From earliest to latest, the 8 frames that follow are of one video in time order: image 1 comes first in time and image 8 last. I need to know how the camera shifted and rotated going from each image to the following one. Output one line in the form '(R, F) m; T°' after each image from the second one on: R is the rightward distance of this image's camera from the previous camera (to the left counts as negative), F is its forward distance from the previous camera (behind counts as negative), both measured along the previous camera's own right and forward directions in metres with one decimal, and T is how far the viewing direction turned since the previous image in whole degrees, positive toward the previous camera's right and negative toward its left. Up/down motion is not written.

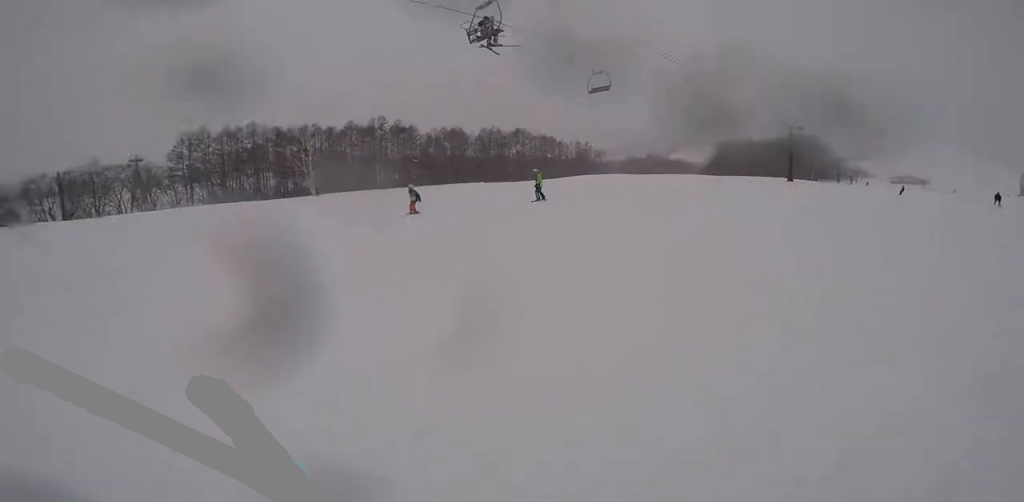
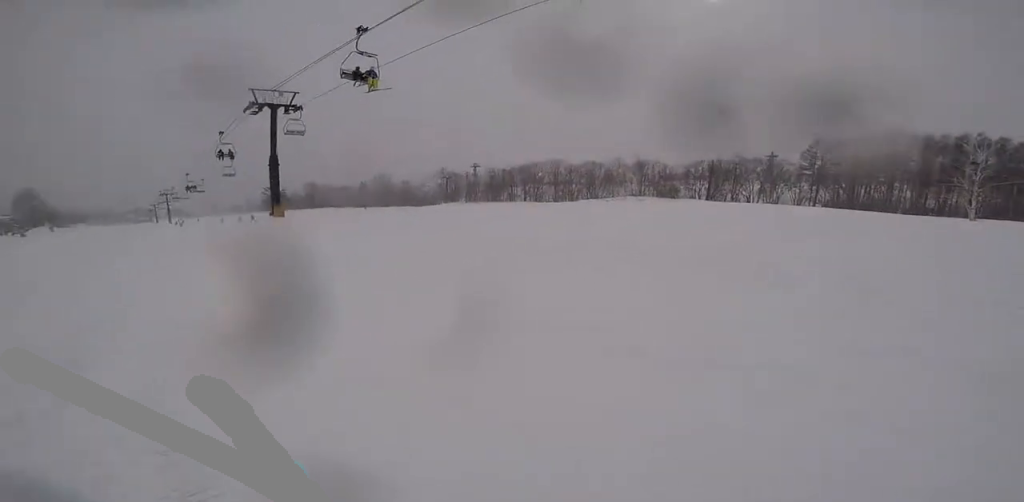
(0.0, +2.3) m; -6°
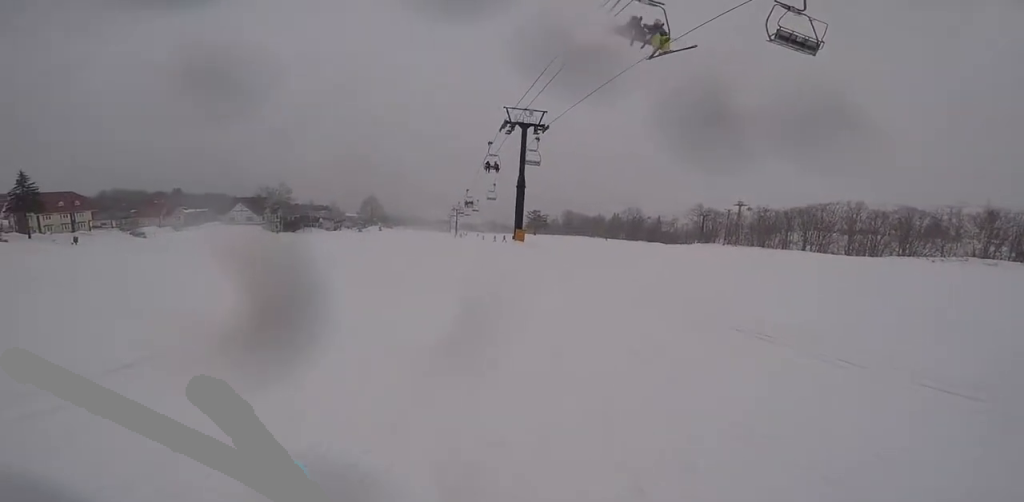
(-0.9, +4.1) m; -23°
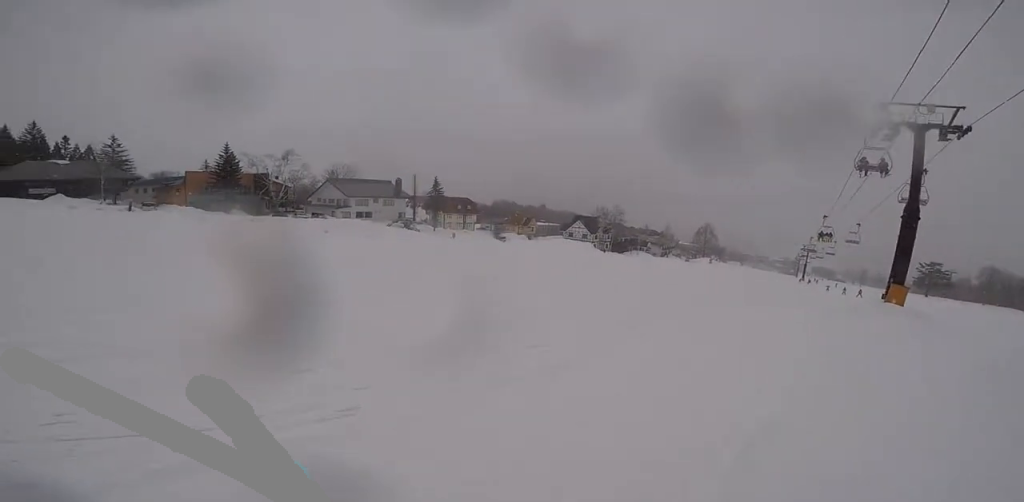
(-1.5, +5.0) m; -35°
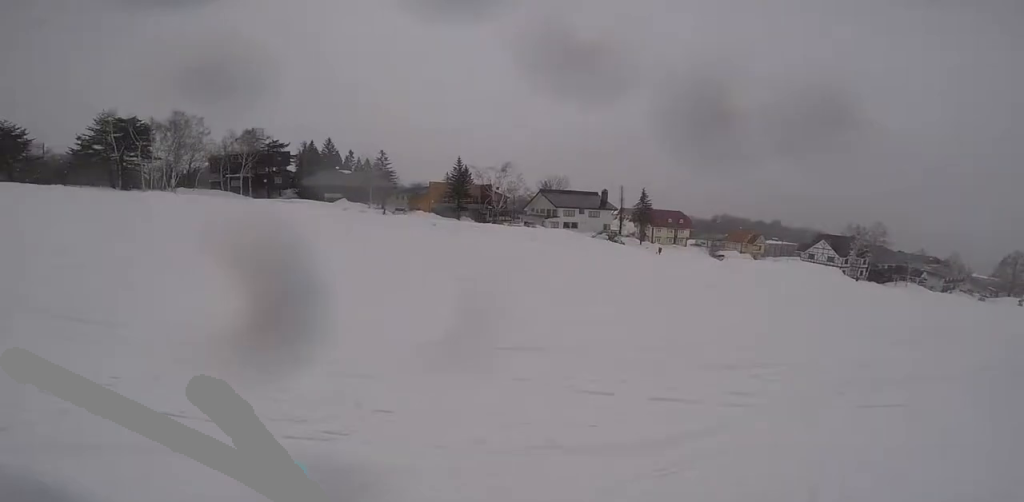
(-0.2, +1.8) m; -7°
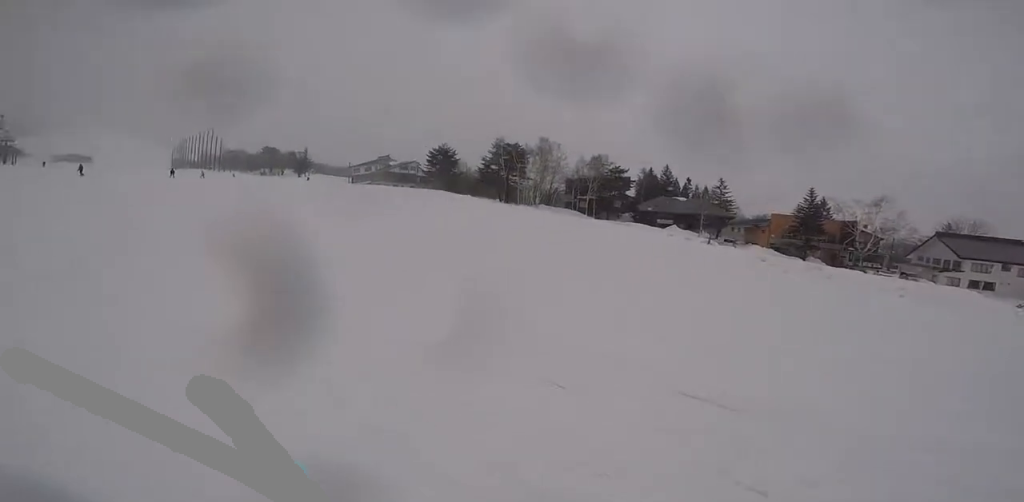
(-0.1, +1.8) m; -7°
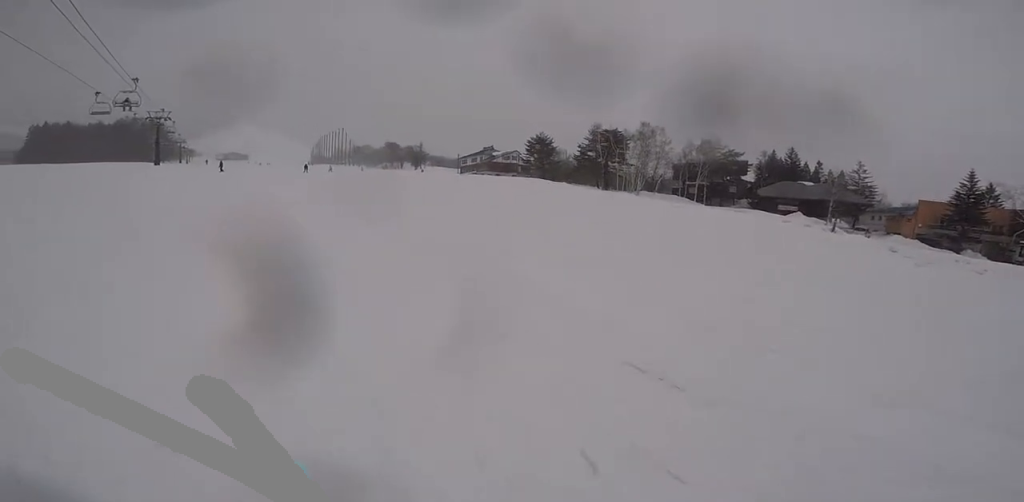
(-0.1, +1.8) m; -5°
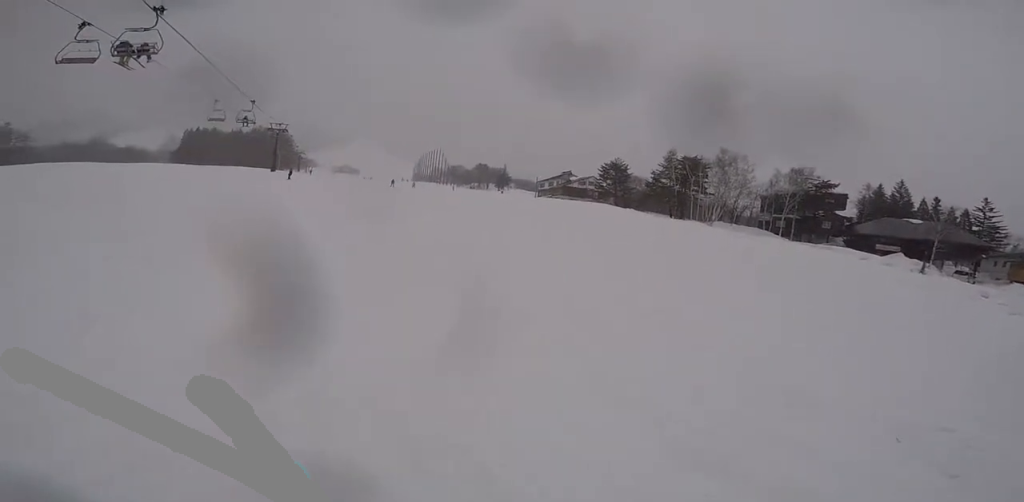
(-0.4, +4.0) m; -10°
